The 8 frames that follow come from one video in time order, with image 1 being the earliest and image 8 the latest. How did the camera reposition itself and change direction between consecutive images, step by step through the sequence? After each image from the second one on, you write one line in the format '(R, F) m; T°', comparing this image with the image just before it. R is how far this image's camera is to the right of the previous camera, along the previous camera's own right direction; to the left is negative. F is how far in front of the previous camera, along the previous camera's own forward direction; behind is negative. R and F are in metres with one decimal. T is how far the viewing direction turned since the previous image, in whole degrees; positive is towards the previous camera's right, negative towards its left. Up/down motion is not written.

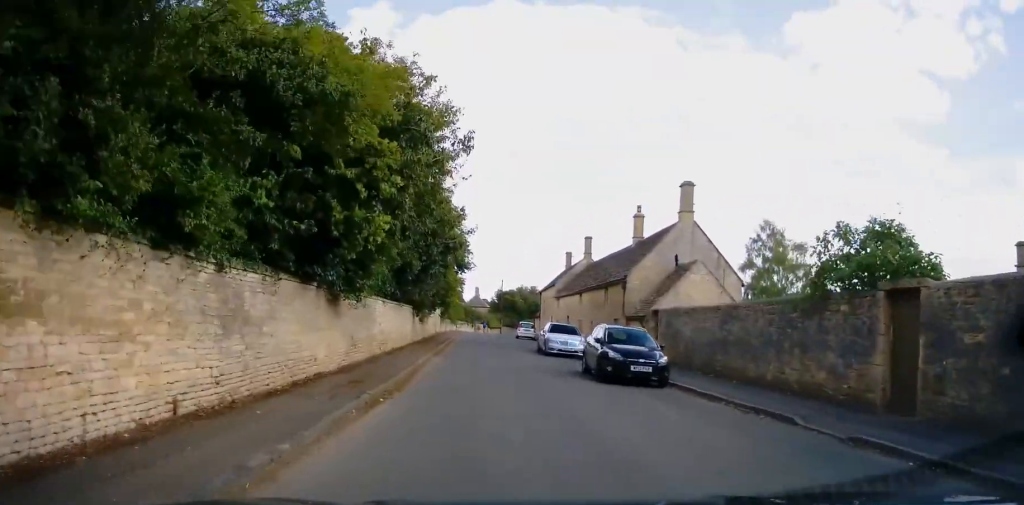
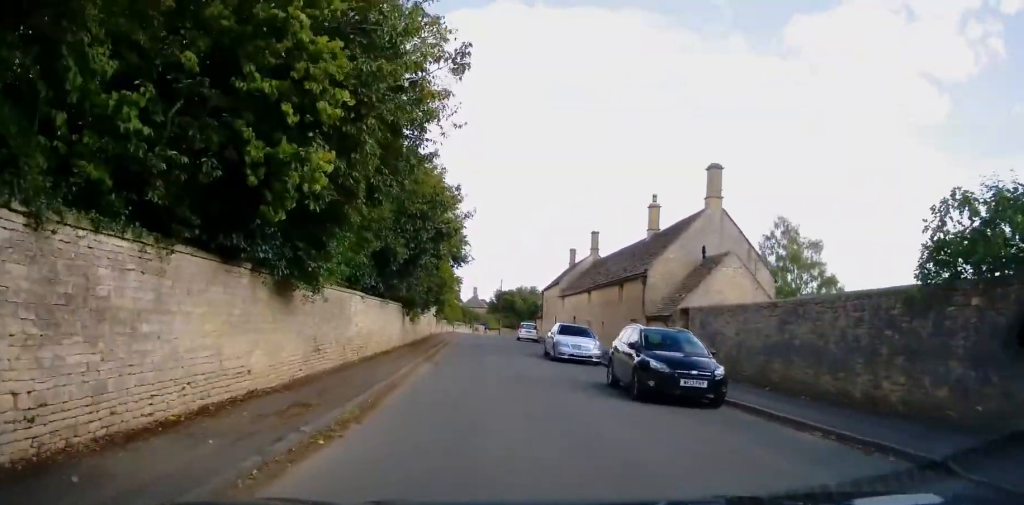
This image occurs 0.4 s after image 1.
(-0.1, +3.9) m; -3°
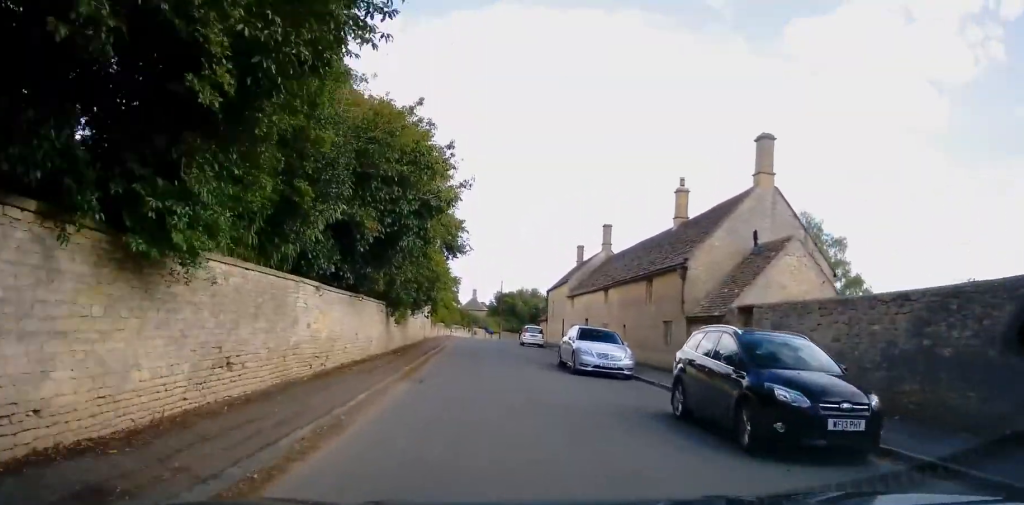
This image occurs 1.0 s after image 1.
(-0.2, +5.0) m; -1°
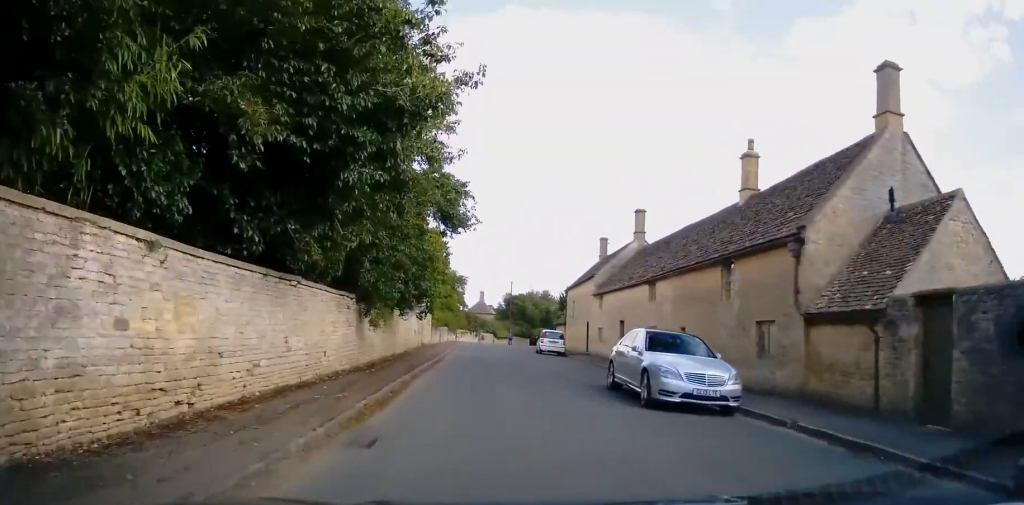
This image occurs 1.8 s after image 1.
(-0.2, +7.3) m; +1°
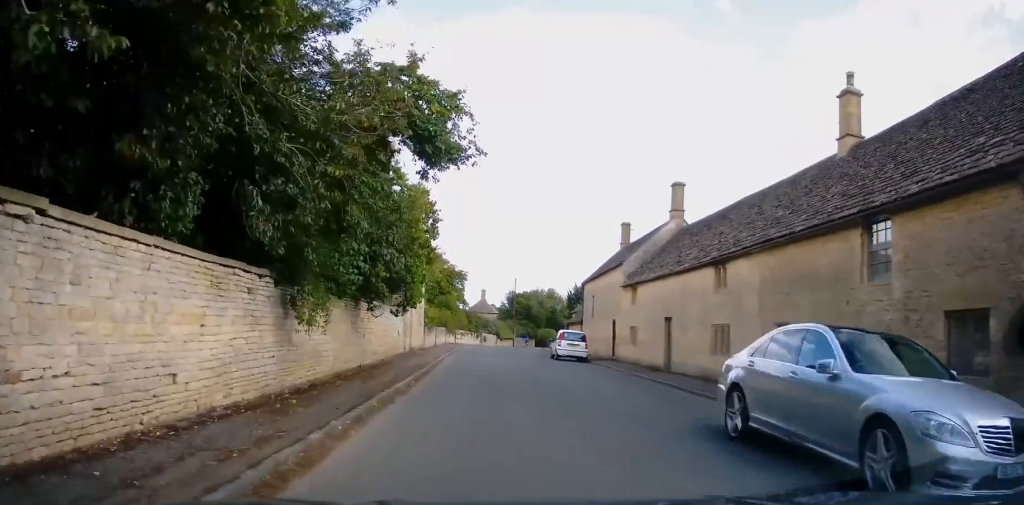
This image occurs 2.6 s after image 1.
(+0.3, +7.0) m; +2°
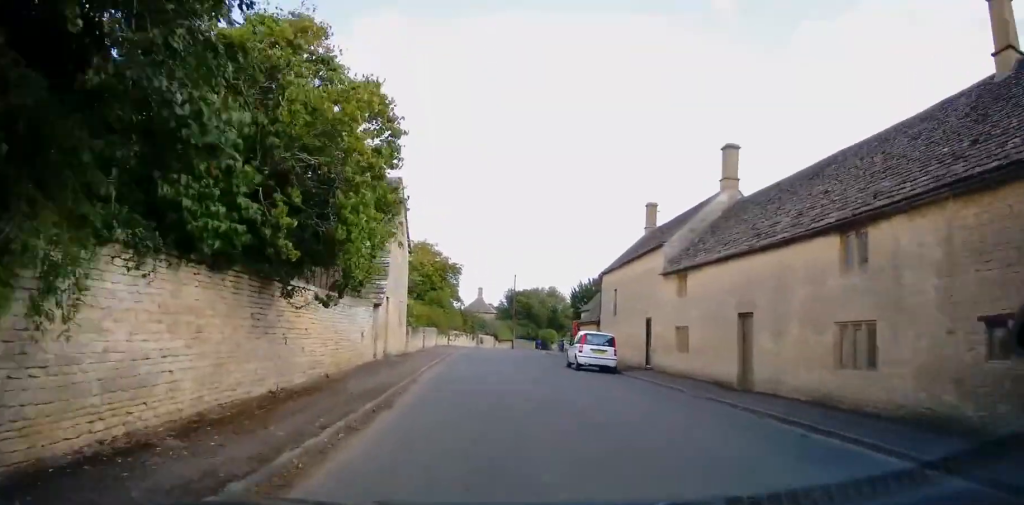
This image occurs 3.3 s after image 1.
(+0.1, +7.1) m; -2°
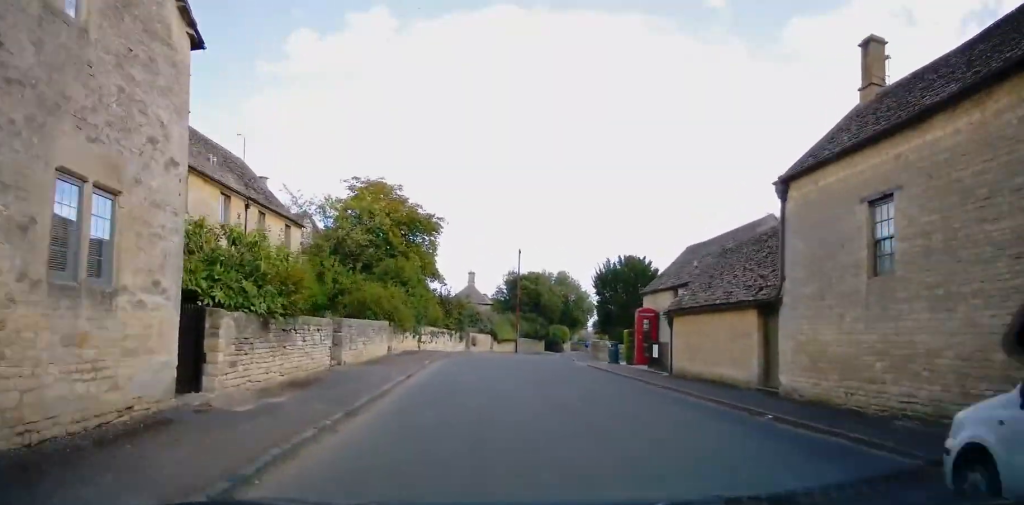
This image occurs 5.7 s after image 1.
(-0.3, +22.4) m; +2°
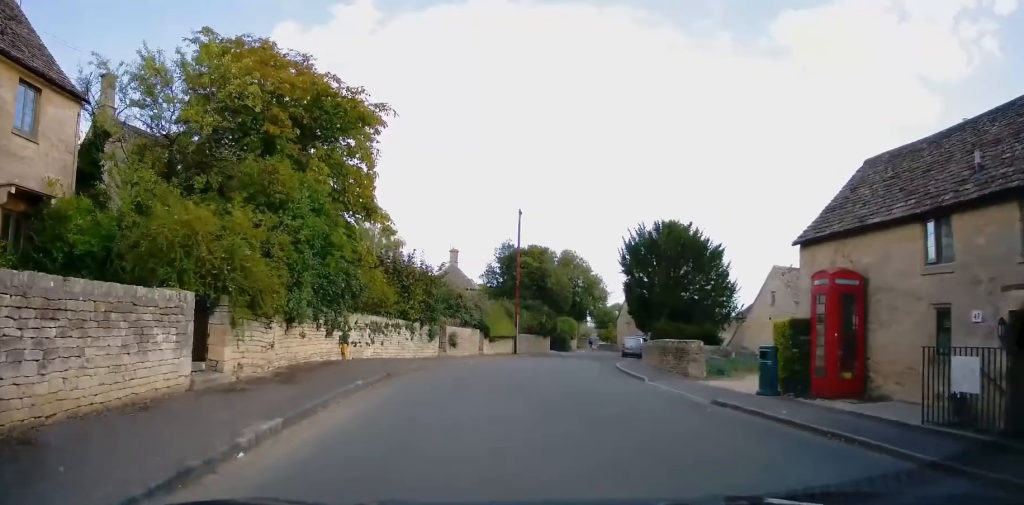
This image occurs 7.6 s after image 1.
(+0.1, +17.2) m; +3°
